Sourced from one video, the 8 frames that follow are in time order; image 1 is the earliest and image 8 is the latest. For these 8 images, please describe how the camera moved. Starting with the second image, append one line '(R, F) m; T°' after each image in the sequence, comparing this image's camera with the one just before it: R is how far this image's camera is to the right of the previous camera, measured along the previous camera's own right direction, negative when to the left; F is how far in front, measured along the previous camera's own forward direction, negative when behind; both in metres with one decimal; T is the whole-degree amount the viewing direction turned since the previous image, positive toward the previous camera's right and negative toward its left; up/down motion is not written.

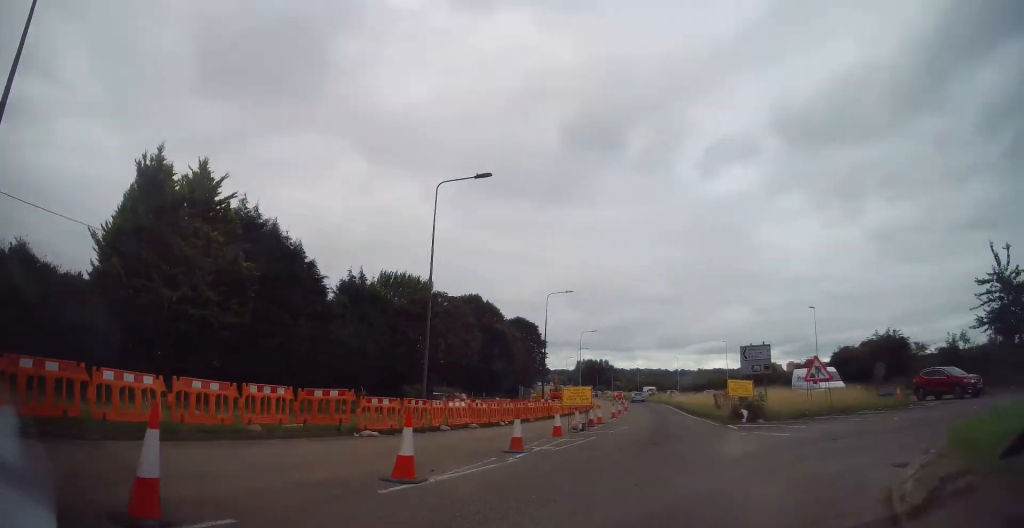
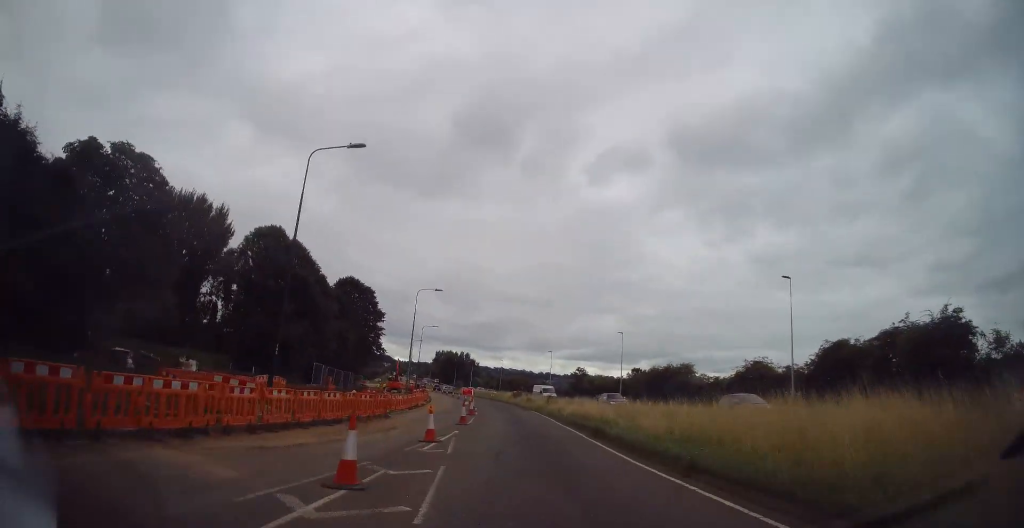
(+4.9, +26.8) m; +11°
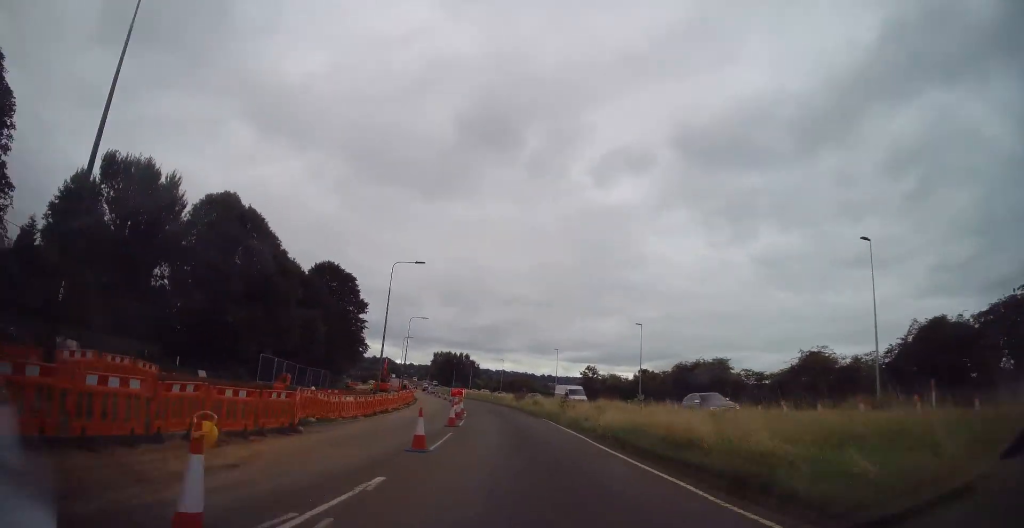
(-0.1, +11.4) m; -1°
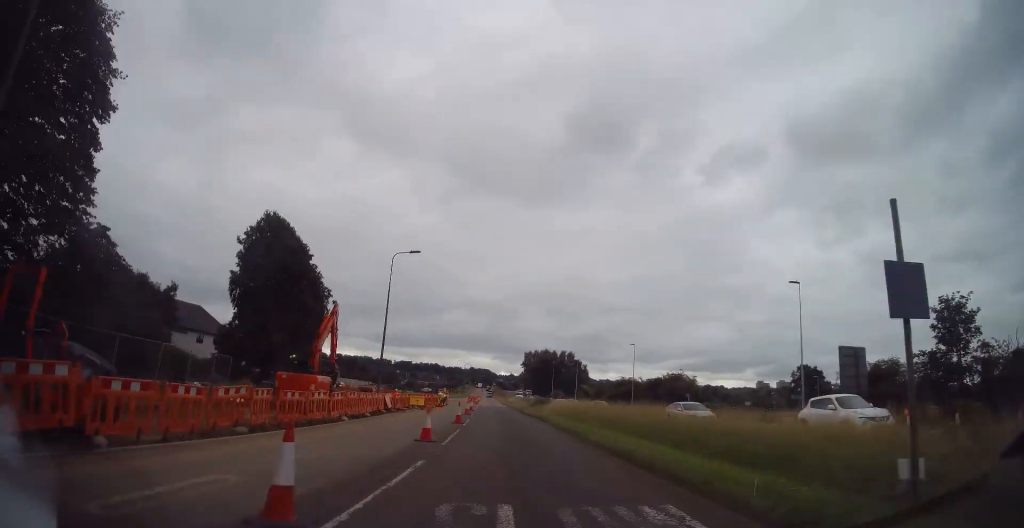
(-5.0, +65.6) m; -8°
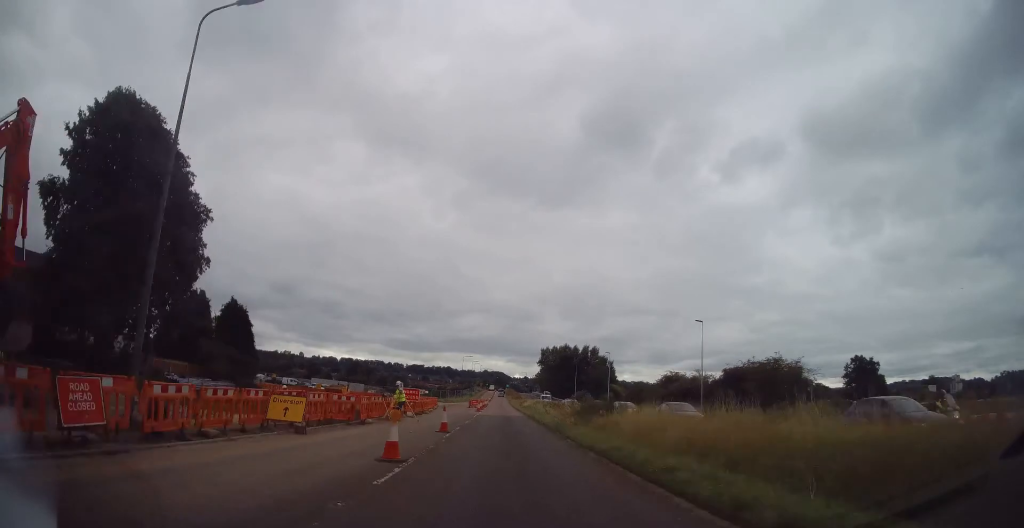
(-0.5, +25.3) m; -2°
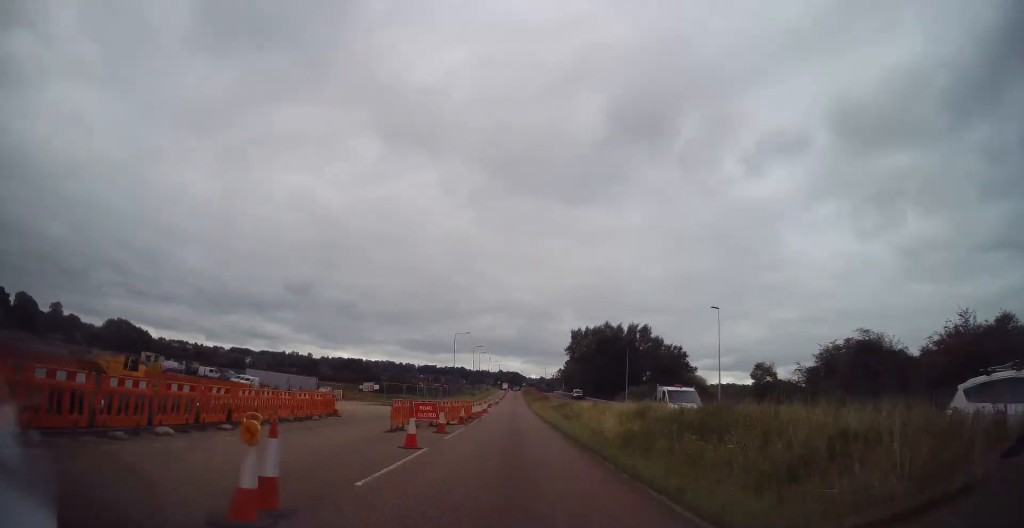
(-0.7, +45.0) m; -1°
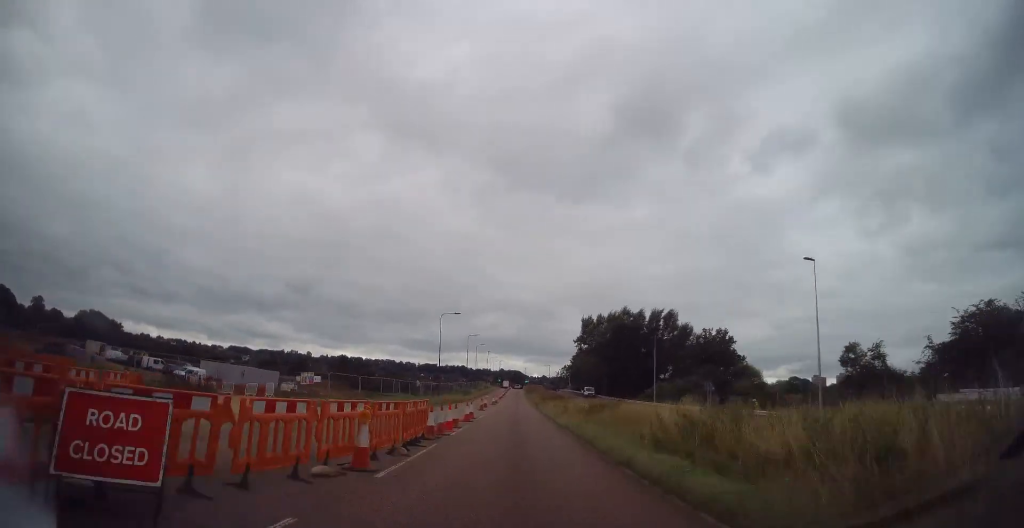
(-0.1, +15.8) m; 0°
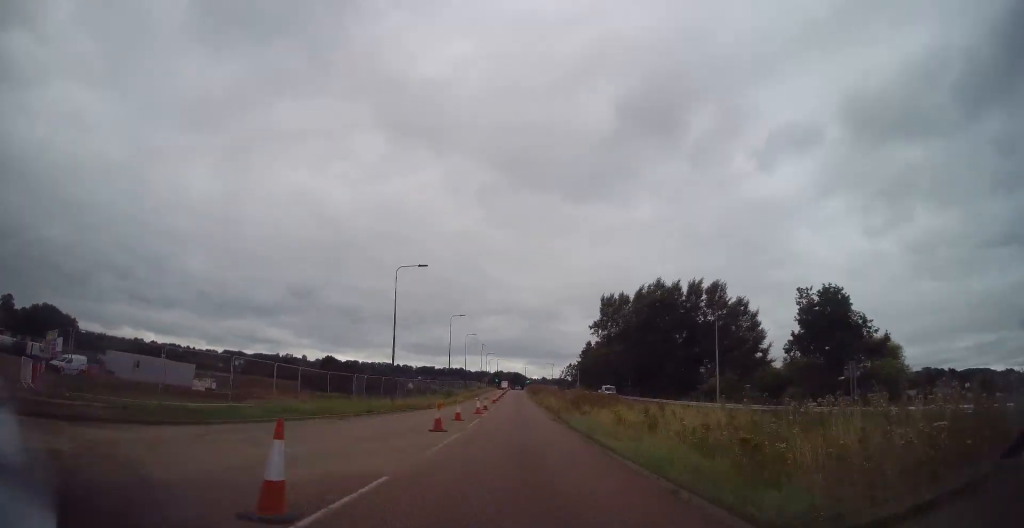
(-0.1, +22.1) m; 0°
